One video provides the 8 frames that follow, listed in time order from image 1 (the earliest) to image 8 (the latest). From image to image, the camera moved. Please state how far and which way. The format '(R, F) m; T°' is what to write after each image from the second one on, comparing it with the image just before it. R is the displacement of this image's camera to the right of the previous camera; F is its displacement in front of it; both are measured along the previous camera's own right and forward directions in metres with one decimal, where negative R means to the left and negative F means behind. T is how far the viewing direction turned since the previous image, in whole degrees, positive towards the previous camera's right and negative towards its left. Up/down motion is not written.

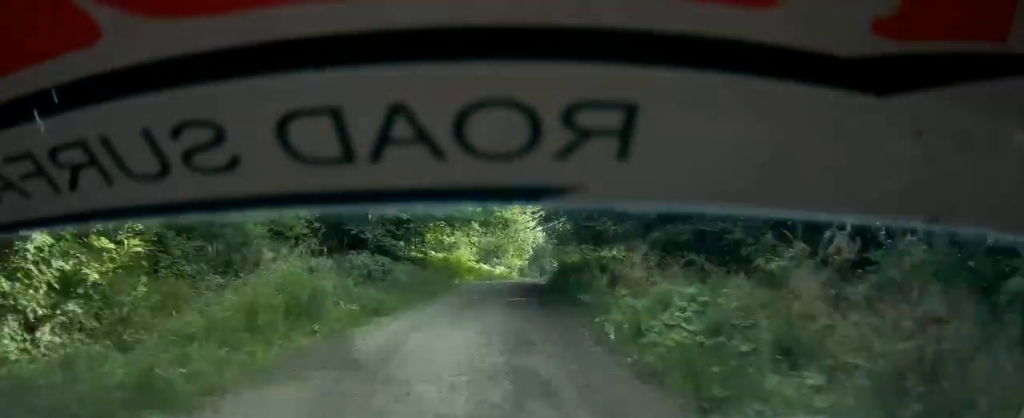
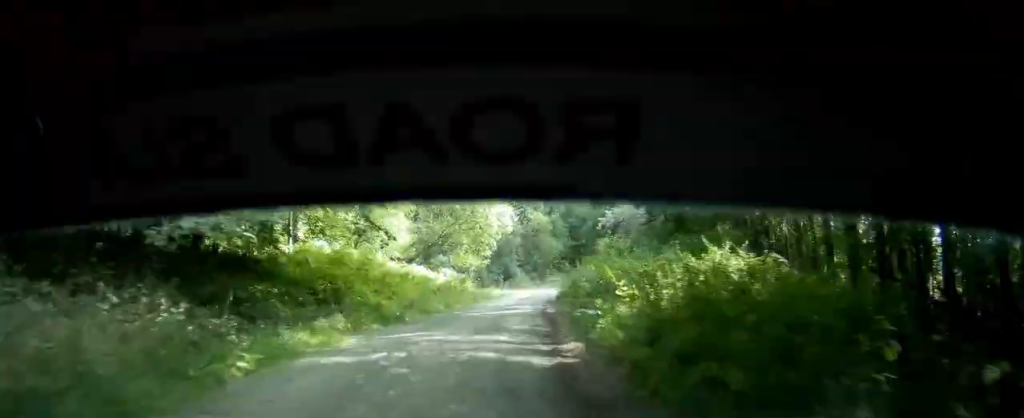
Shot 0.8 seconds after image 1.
(+0.5, +25.1) m; +3°
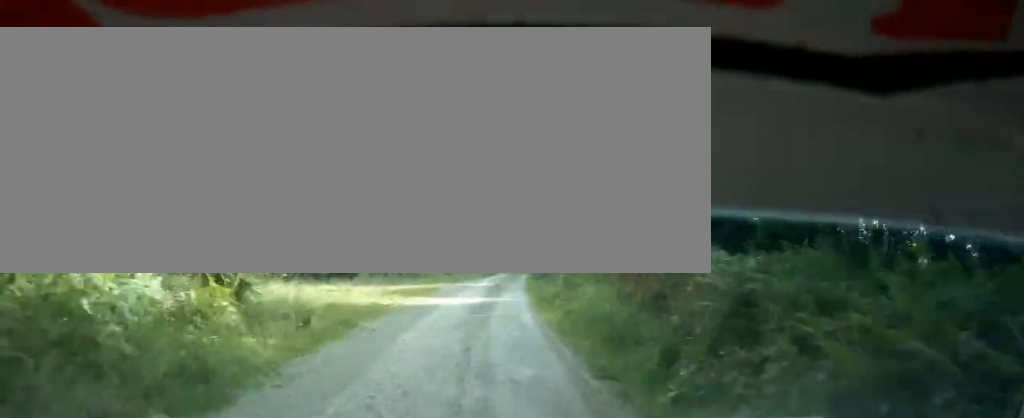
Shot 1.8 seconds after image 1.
(+1.3, +28.9) m; +4°
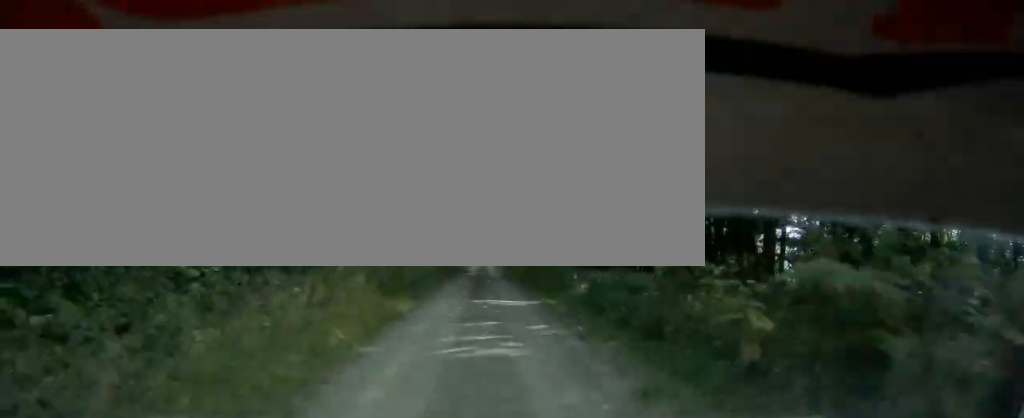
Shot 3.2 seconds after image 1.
(+1.5, +47.1) m; +3°
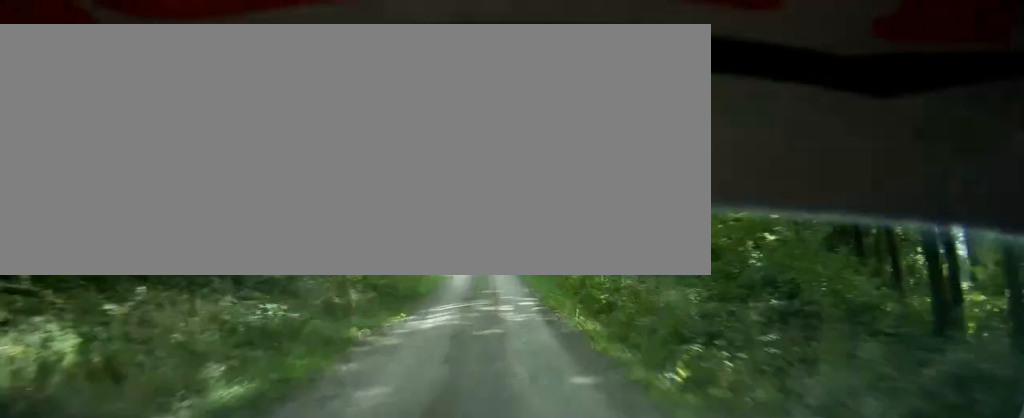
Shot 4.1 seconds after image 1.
(+0.4, +32.2) m; +2°
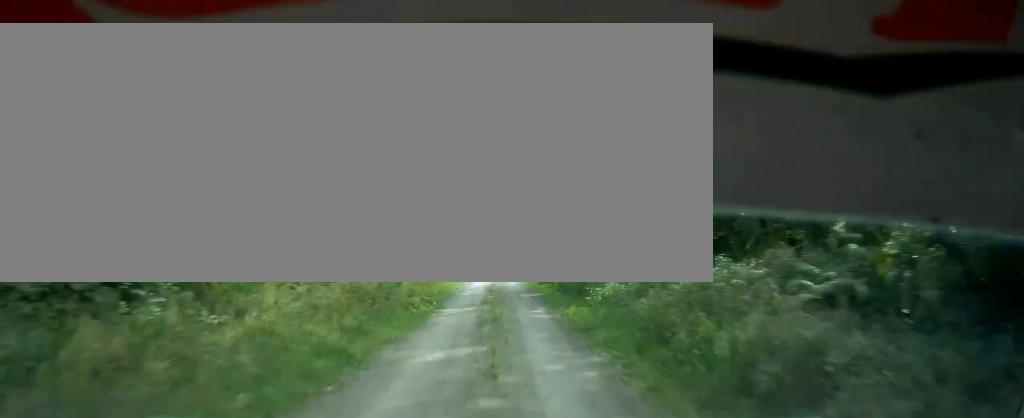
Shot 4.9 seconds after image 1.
(+0.4, +24.9) m; +3°
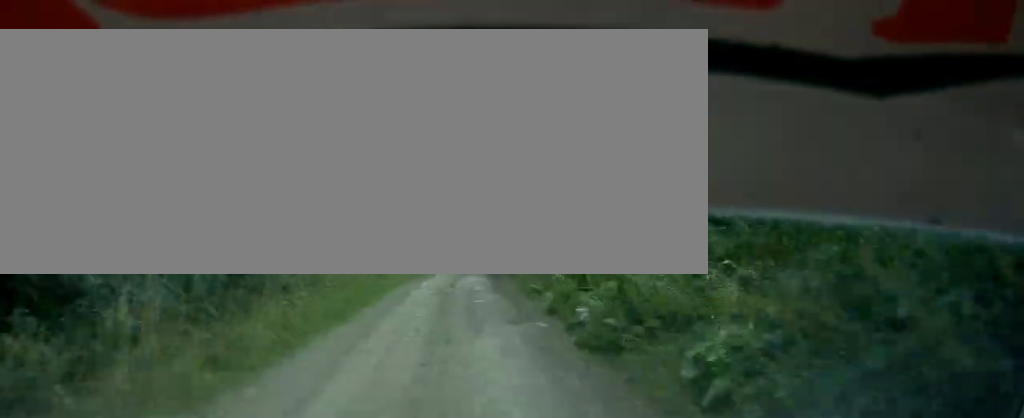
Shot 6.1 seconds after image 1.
(+2.0, +40.4) m; +6°
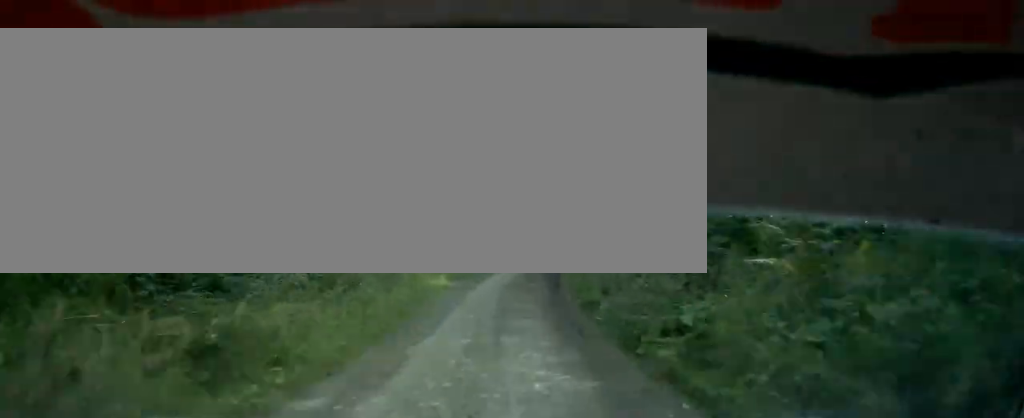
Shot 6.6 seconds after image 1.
(+0.3, +13.1) m; +5°
